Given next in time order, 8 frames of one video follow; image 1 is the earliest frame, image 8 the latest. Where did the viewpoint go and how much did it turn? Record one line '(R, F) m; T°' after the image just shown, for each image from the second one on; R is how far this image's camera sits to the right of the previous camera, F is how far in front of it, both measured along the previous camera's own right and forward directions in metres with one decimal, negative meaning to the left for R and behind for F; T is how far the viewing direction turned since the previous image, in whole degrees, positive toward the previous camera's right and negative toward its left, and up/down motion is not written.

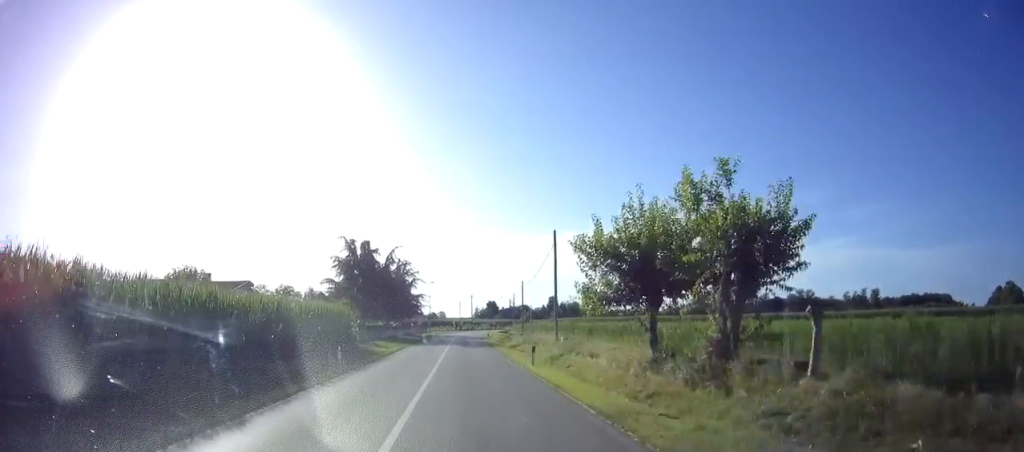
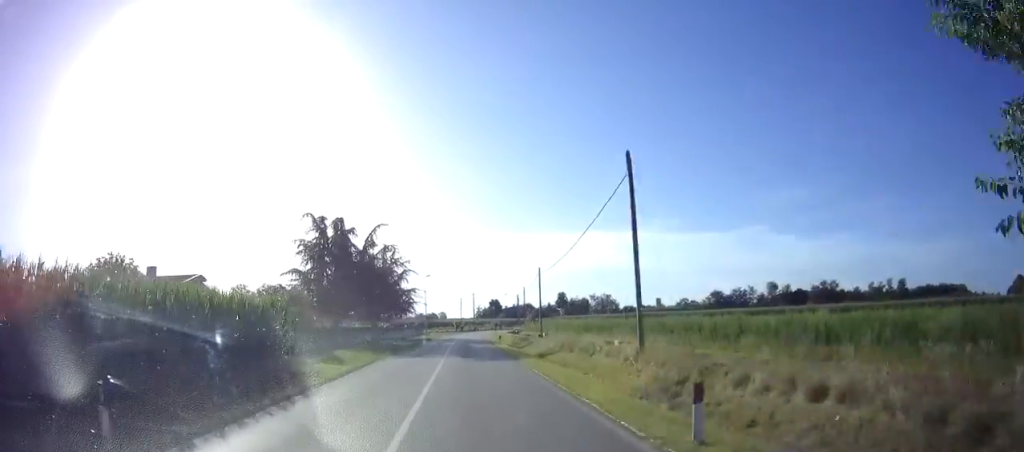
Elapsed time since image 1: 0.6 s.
(0.0, +13.5) m; 0°
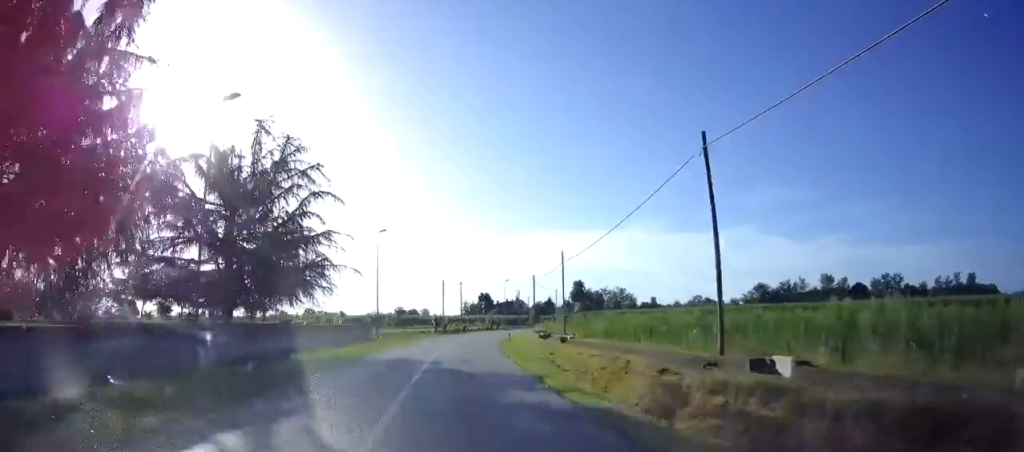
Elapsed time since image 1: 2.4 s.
(-0.5, +37.9) m; 0°
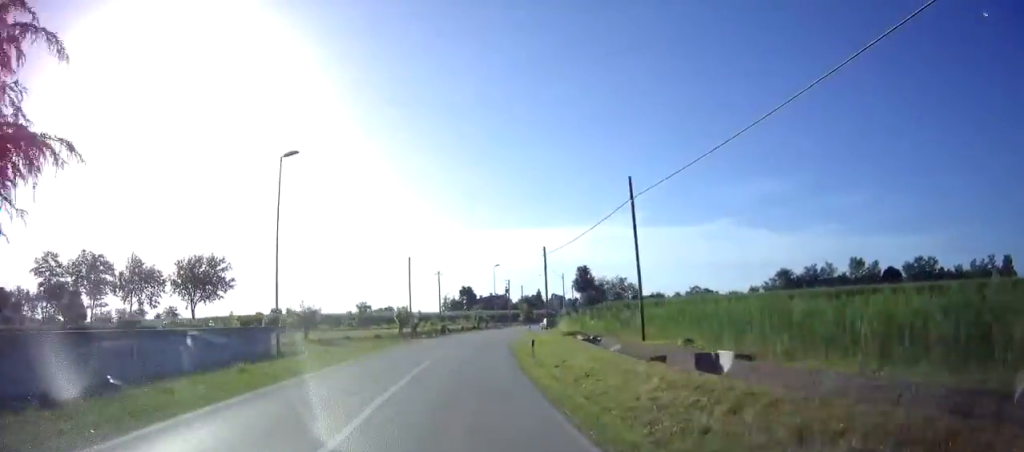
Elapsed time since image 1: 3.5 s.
(+0.6, +22.0) m; +3°
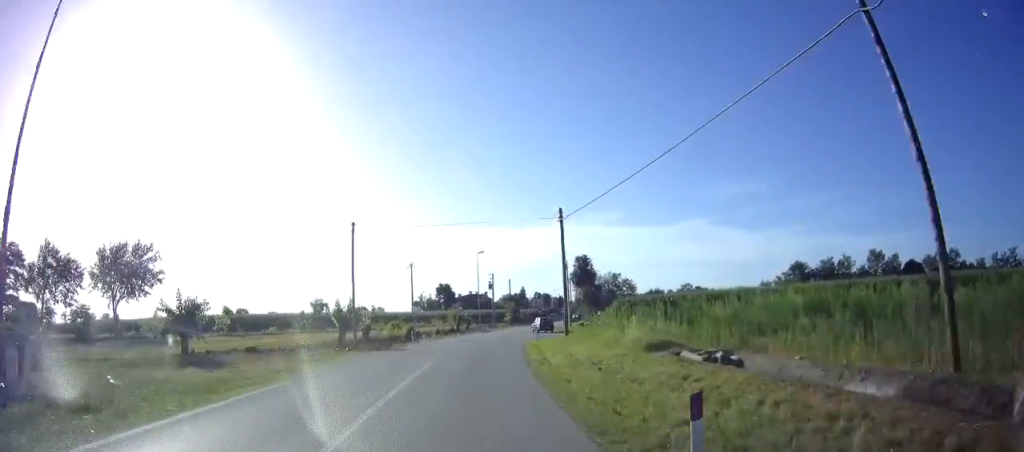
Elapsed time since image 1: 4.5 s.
(+0.3, +17.0) m; +2°
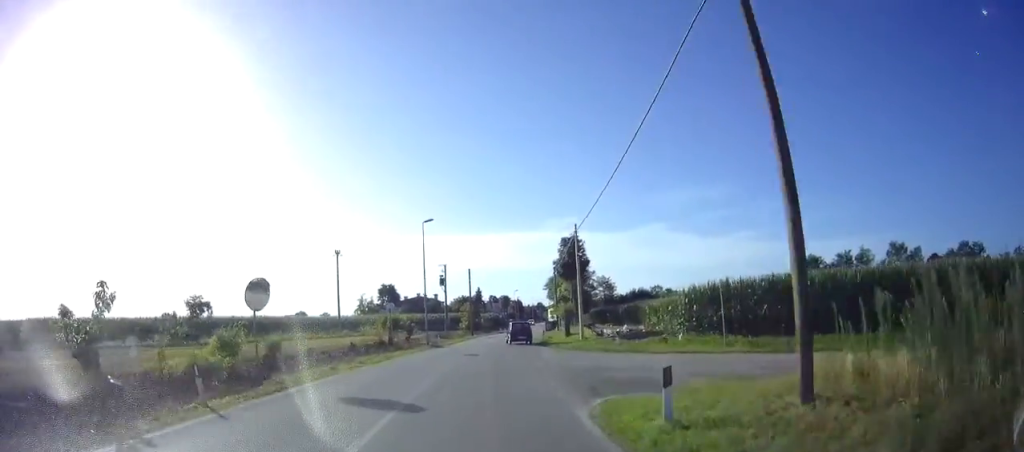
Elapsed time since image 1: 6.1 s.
(+0.4, +24.7) m; +3°
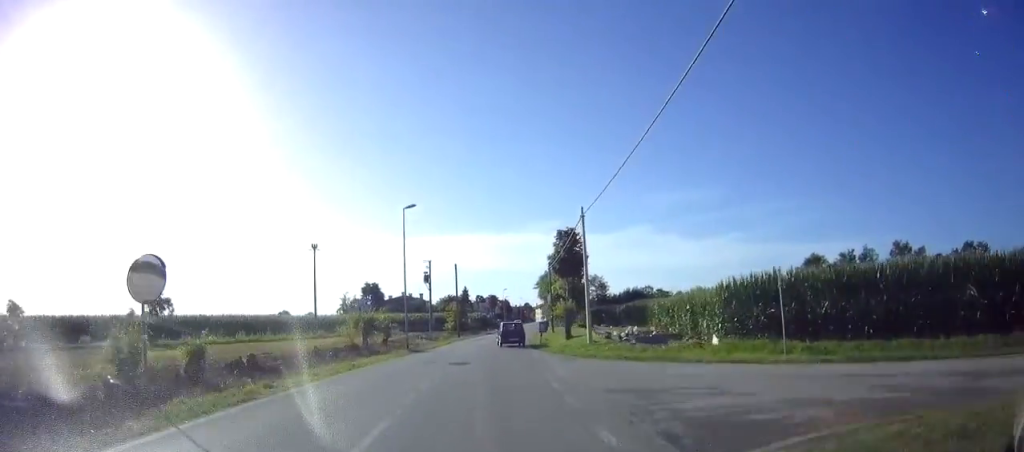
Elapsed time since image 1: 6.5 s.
(0.0, +5.2) m; +1°
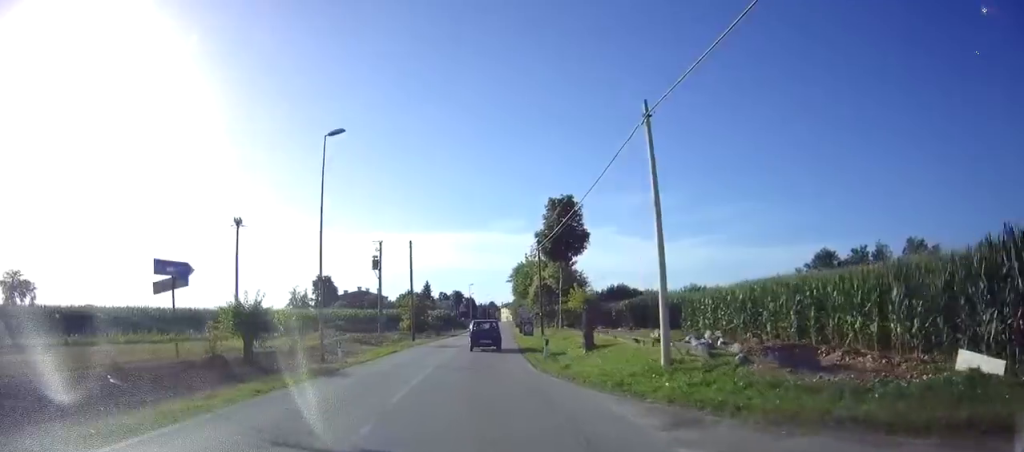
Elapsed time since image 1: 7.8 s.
(+0.7, +14.6) m; +5°
